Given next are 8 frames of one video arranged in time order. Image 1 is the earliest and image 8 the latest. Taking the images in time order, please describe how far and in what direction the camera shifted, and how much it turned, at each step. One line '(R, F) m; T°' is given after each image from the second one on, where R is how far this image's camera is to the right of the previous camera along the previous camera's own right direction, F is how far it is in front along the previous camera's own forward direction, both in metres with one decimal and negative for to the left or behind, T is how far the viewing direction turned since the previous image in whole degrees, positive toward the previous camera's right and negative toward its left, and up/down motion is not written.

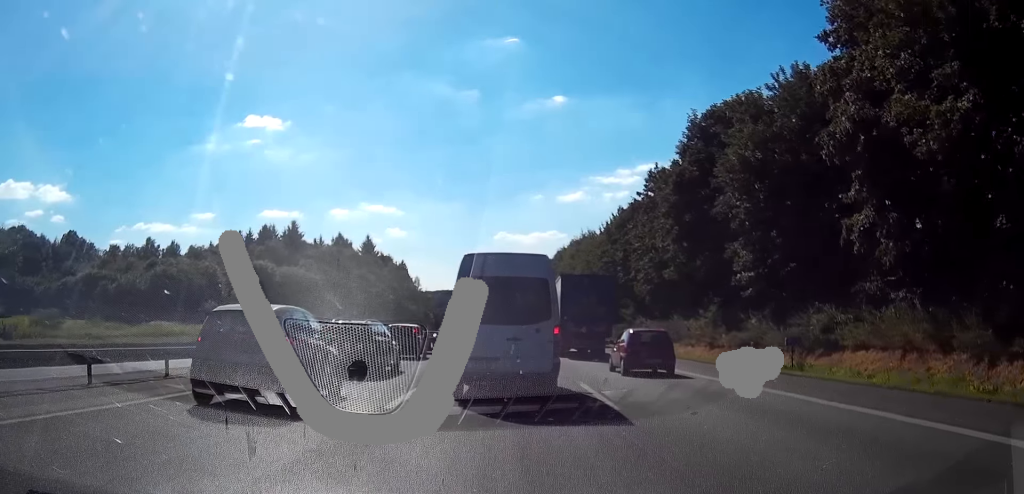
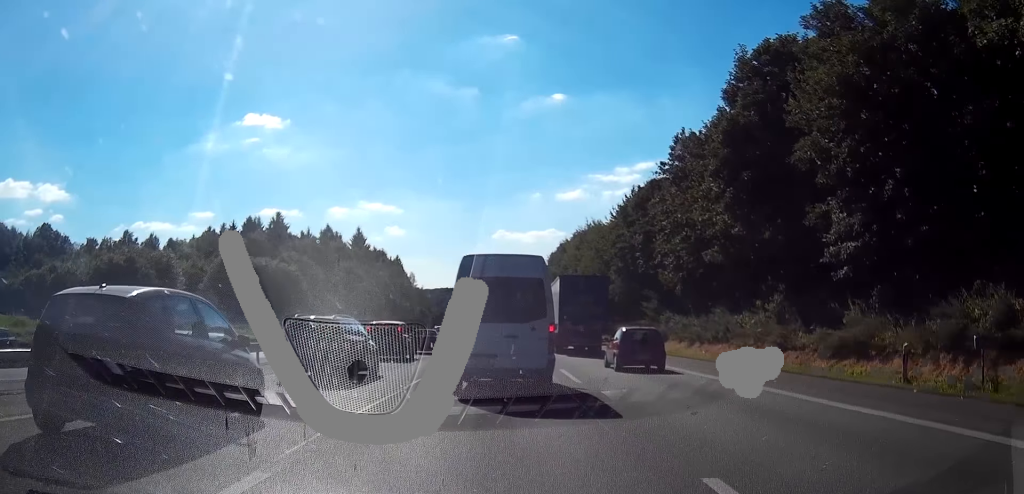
(-0.1, +12.8) m; -3°
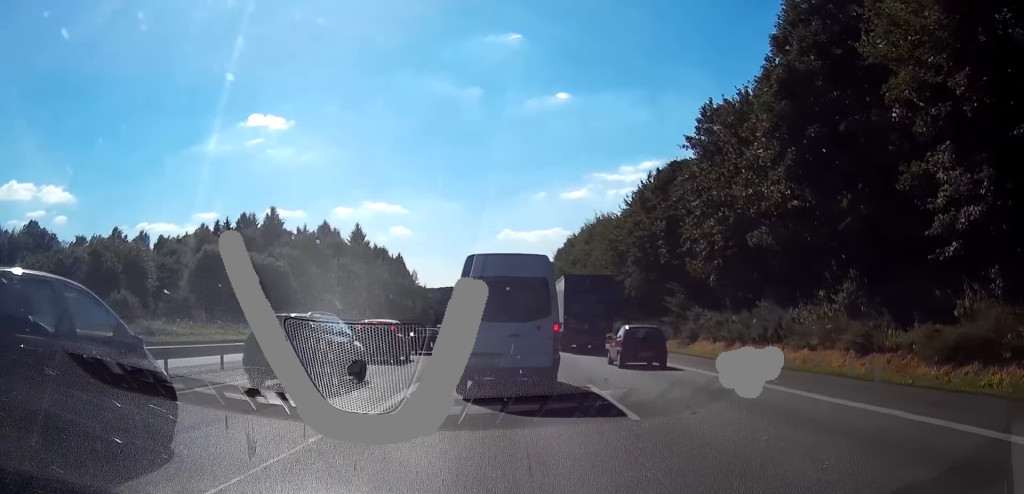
(-0.3, +8.2) m; -4°
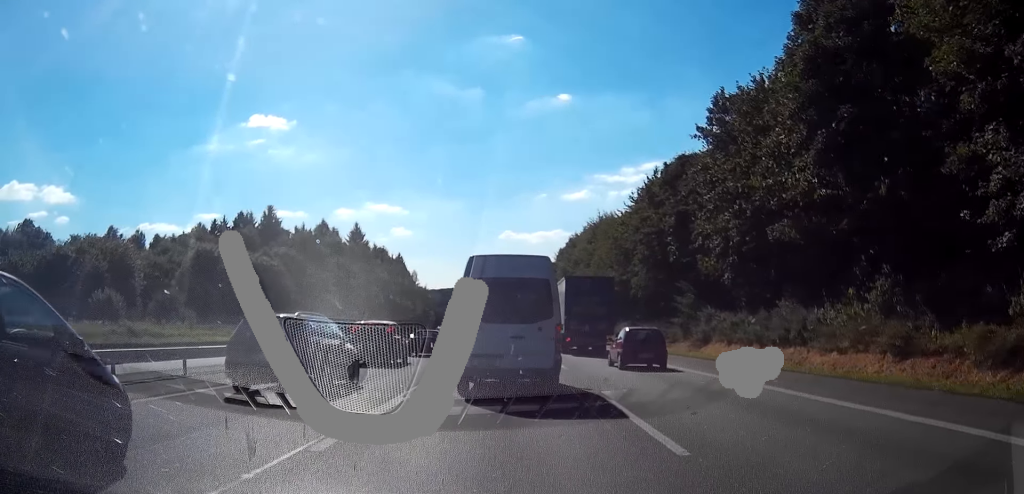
(0.0, +3.0) m; -1°
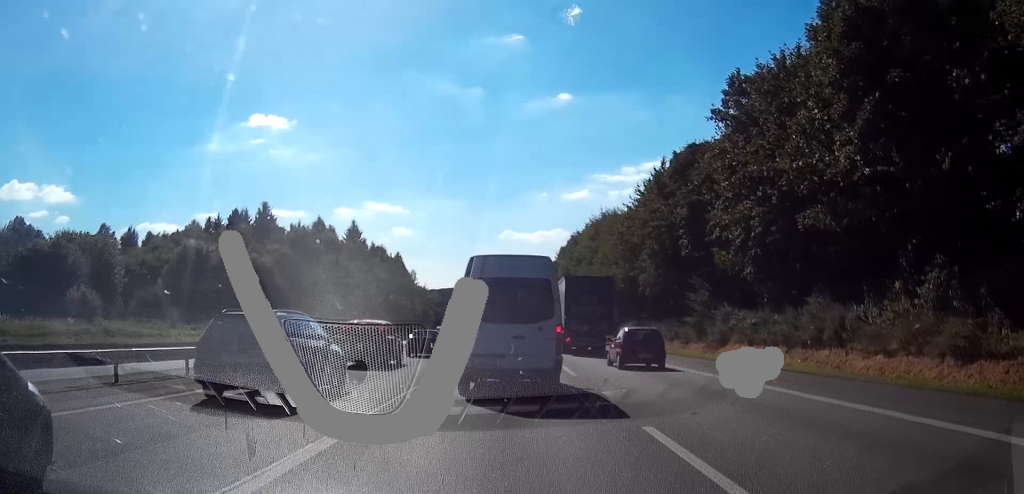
(-0.1, +4.1) m; -1°
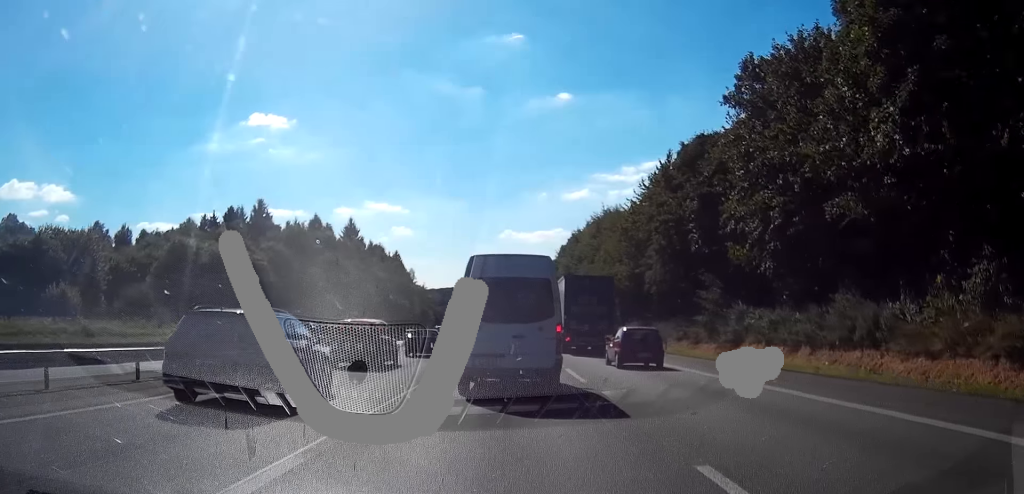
(0.0, +3.0) m; -1°
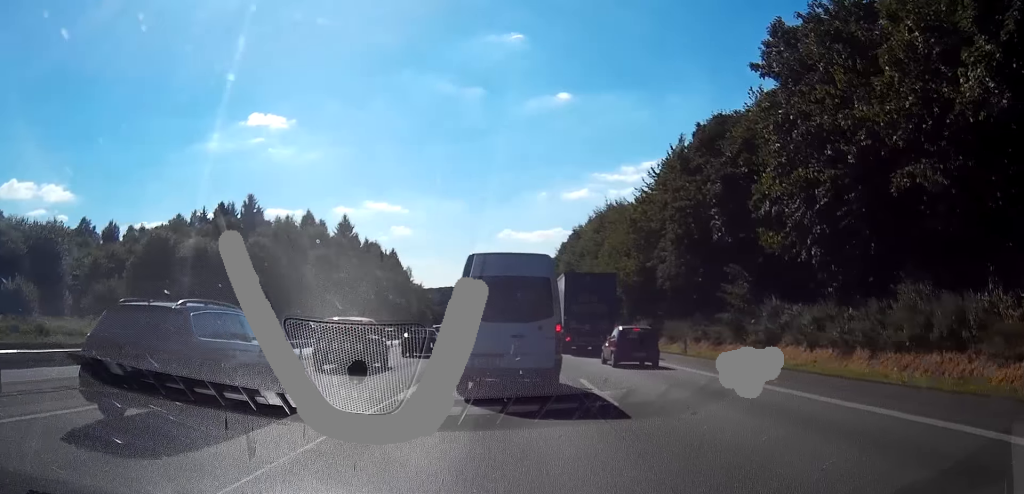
(-0.1, +5.8) m; 0°
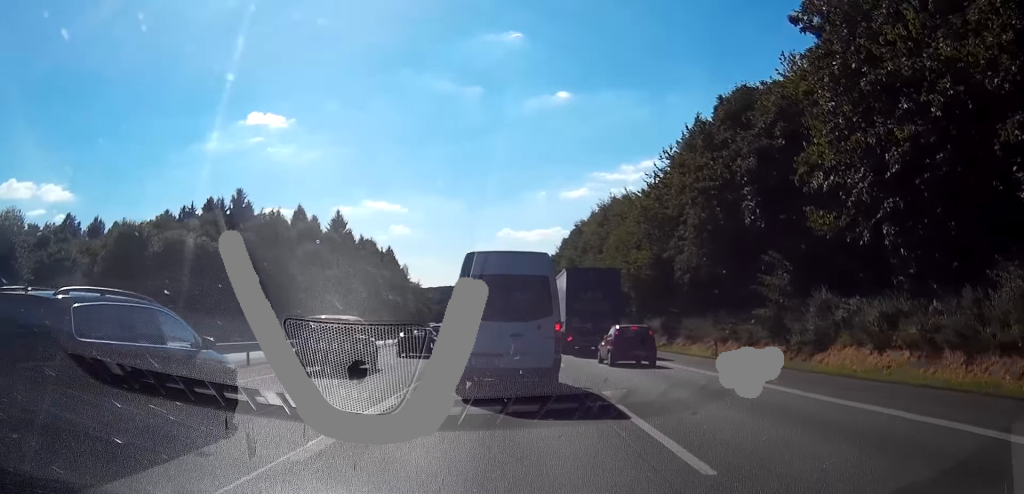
(+0.1, +6.4) m; +2°
